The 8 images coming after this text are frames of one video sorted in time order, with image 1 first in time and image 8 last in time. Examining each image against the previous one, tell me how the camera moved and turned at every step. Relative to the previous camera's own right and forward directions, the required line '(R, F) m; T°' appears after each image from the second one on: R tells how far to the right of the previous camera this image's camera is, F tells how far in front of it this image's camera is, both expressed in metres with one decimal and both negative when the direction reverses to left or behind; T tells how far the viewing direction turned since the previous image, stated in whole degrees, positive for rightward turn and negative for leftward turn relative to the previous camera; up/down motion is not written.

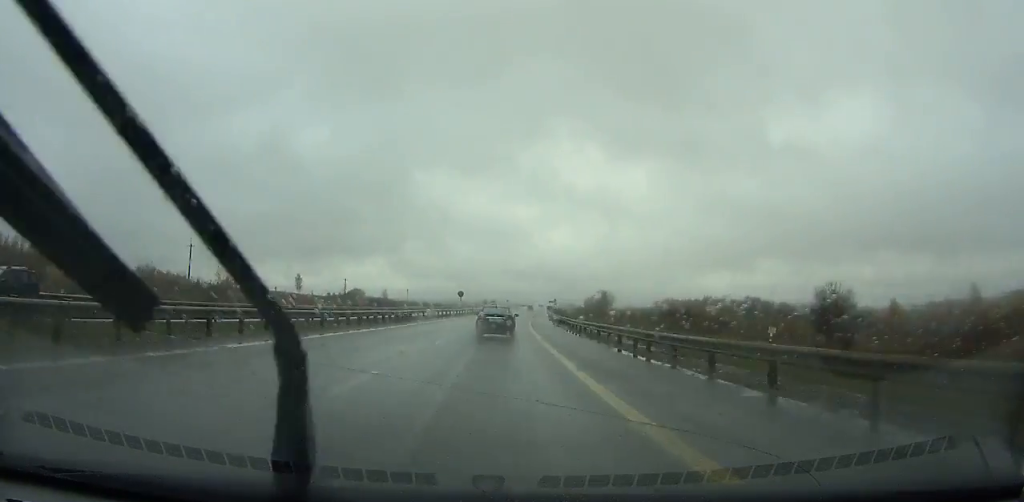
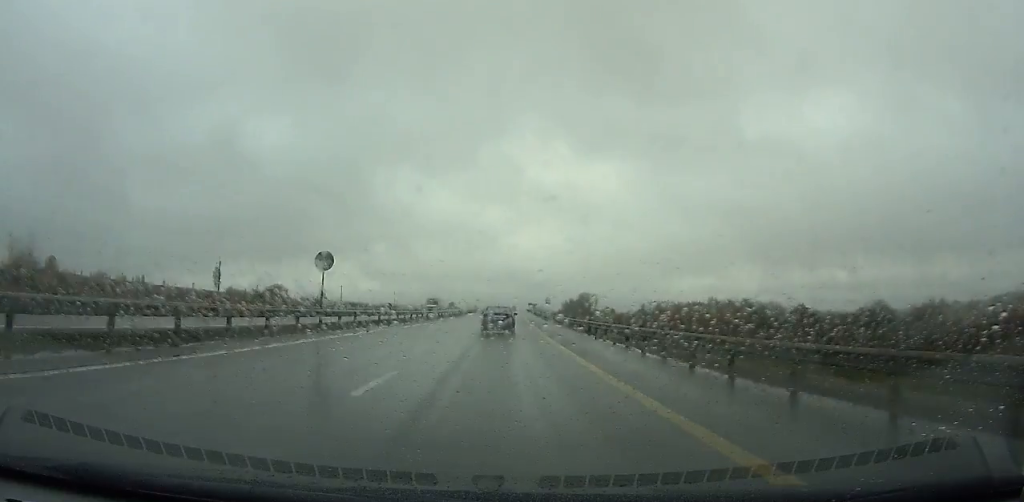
(+0.7, +60.0) m; +2°
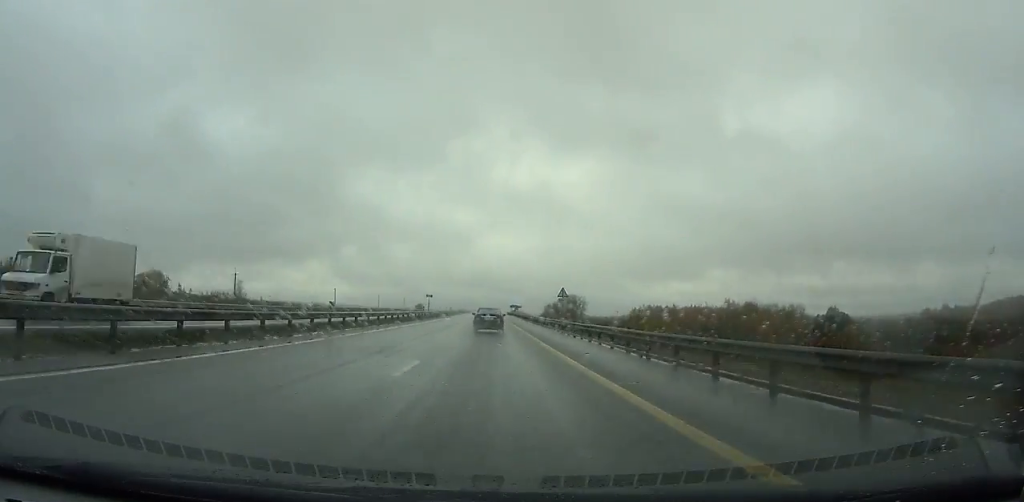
(+1.4, +57.2) m; +2°
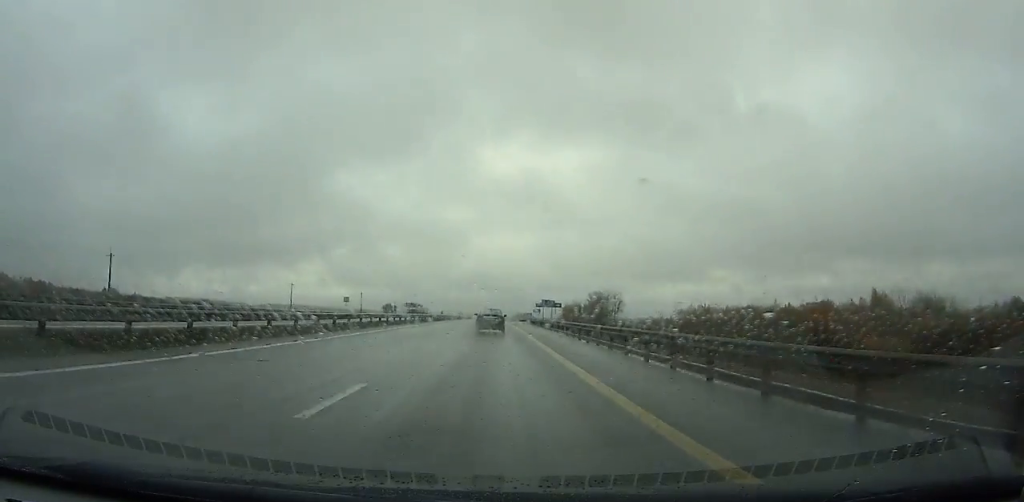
(+1.3, +109.7) m; +1°
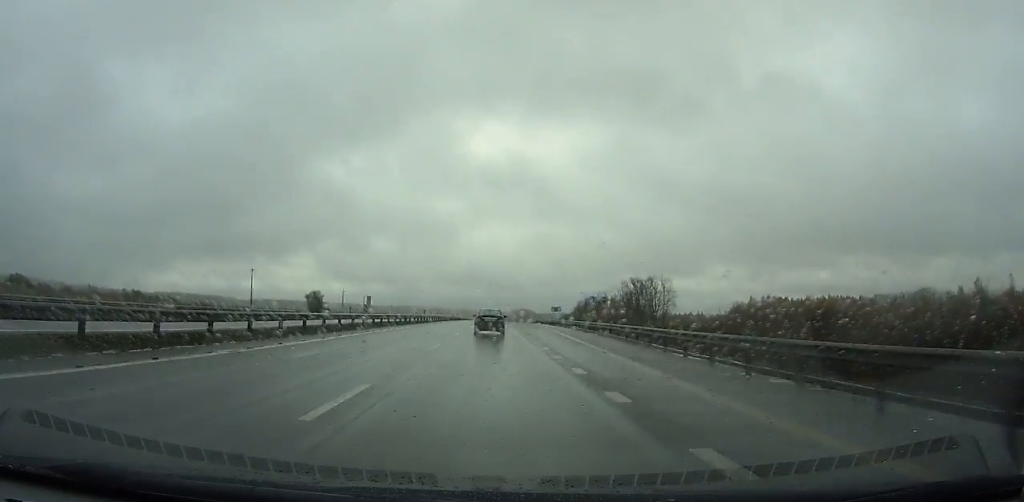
(-0.1, +93.7) m; 0°
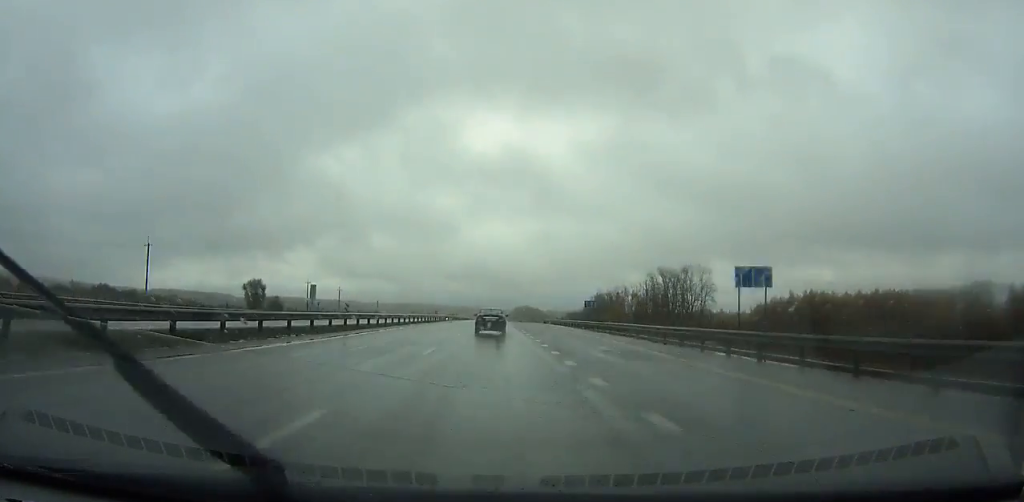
(+0.1, +38.6) m; 0°
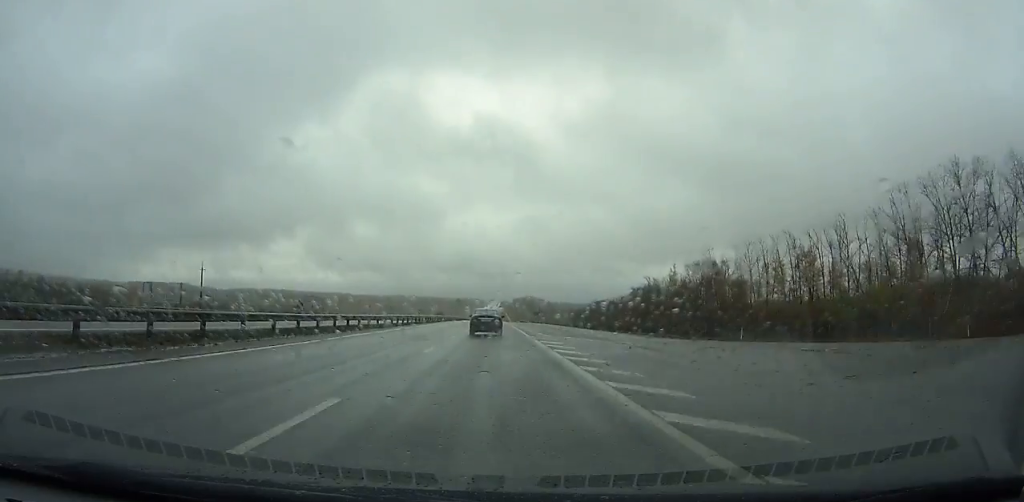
(-0.1, +141.1) m; 0°
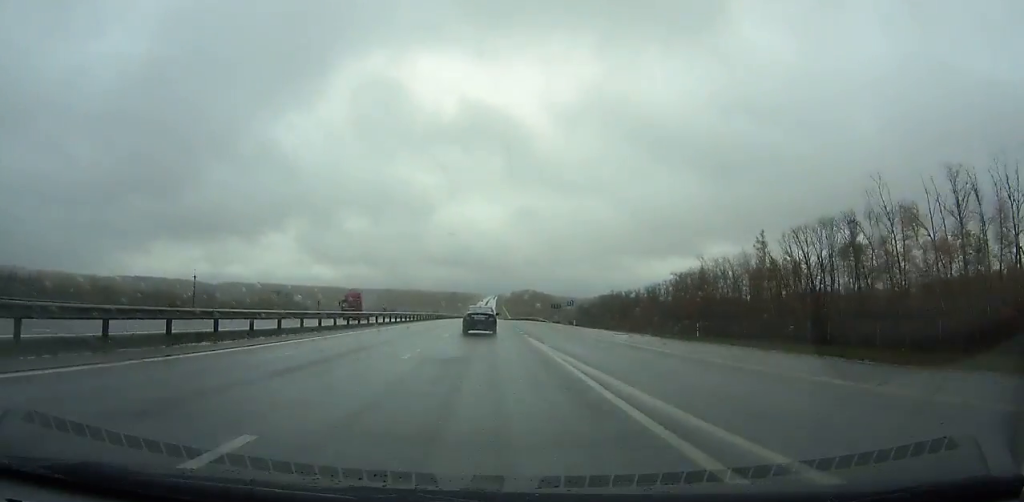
(0.0, +61.1) m; 0°
